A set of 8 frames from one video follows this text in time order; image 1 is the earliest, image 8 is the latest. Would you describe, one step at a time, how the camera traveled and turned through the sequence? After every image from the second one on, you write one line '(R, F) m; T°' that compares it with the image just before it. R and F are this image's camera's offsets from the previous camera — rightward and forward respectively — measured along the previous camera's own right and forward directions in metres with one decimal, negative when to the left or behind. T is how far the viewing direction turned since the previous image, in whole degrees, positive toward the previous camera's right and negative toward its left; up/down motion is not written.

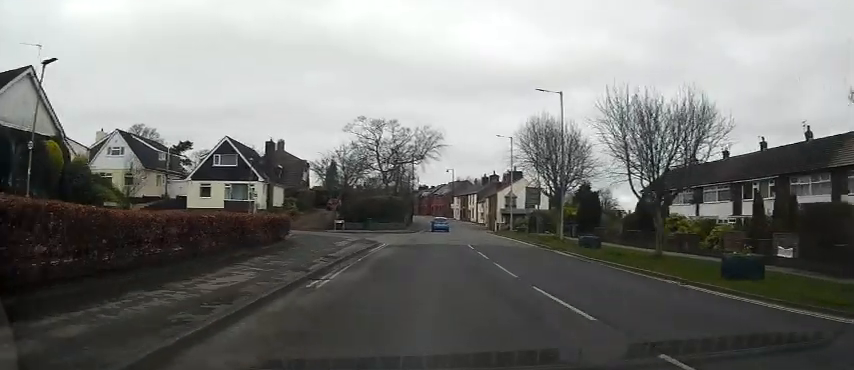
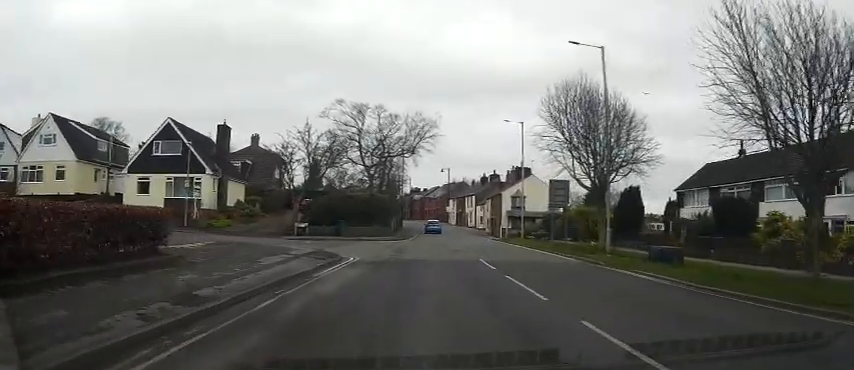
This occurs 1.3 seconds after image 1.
(+0.1, +10.6) m; 0°
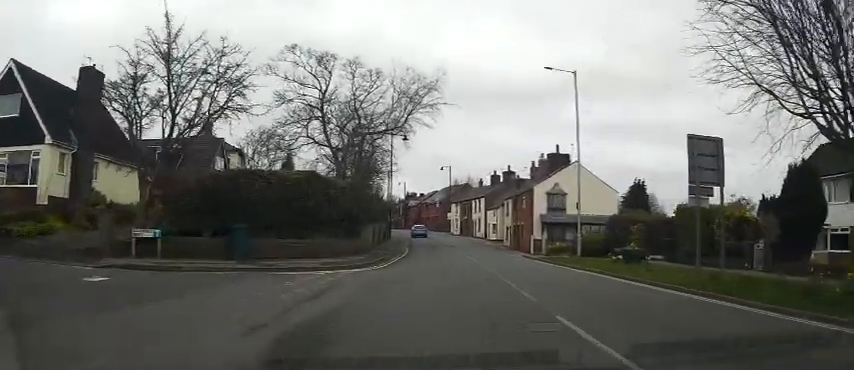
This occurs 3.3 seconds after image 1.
(-0.1, +17.6) m; +2°
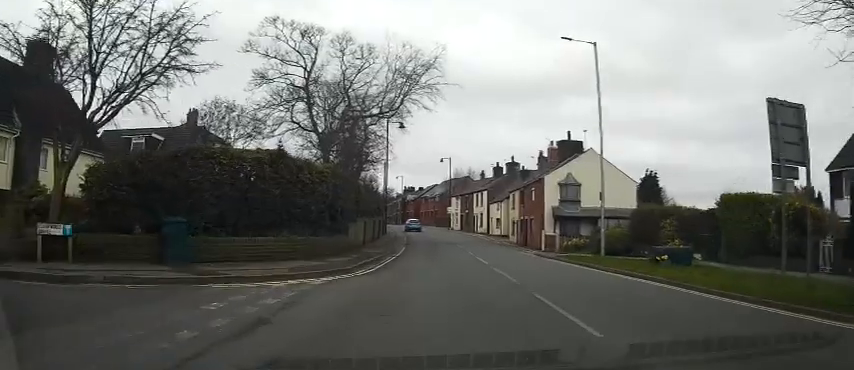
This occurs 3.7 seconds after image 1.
(+0.2, +4.0) m; -1°
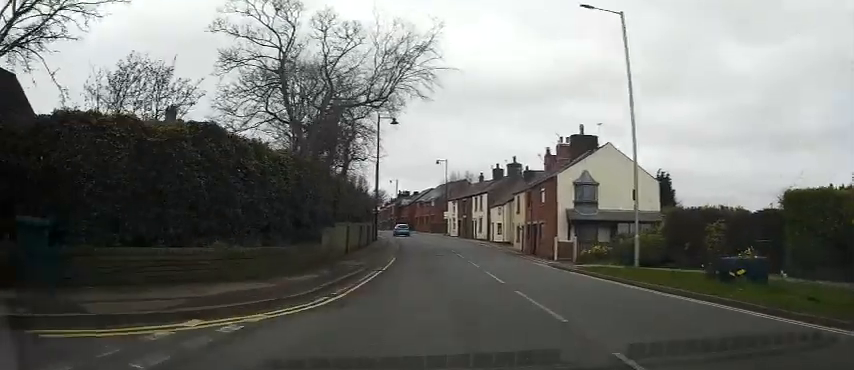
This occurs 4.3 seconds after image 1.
(+0.3, +4.7) m; -1°
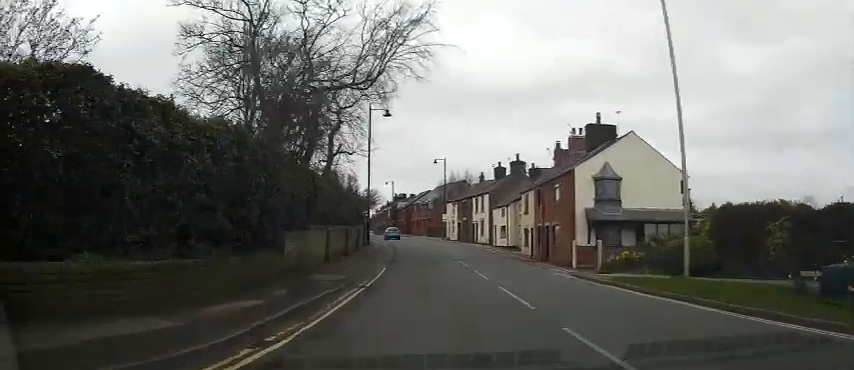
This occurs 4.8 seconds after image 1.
(-0.3, +4.2) m; -1°
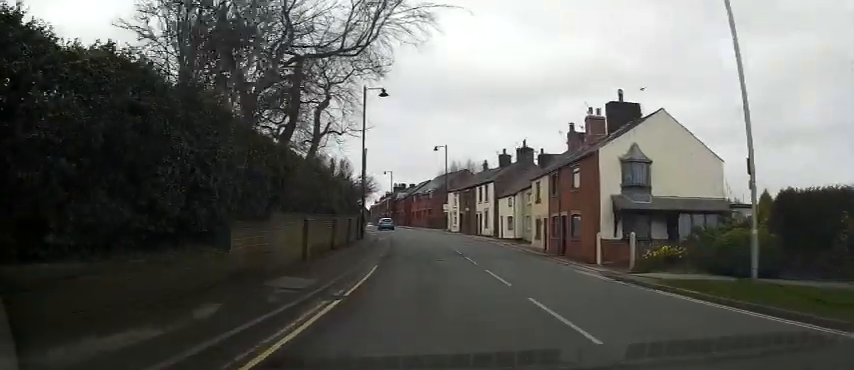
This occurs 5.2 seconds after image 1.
(-0.2, +3.5) m; -1°
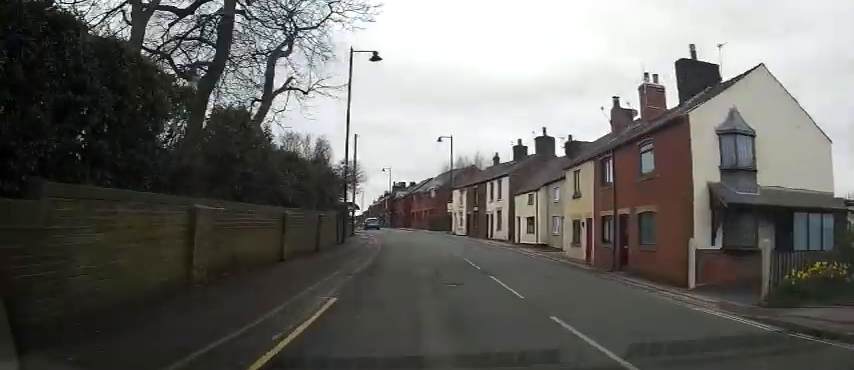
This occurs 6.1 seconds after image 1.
(+0.2, +7.7) m; +2°
